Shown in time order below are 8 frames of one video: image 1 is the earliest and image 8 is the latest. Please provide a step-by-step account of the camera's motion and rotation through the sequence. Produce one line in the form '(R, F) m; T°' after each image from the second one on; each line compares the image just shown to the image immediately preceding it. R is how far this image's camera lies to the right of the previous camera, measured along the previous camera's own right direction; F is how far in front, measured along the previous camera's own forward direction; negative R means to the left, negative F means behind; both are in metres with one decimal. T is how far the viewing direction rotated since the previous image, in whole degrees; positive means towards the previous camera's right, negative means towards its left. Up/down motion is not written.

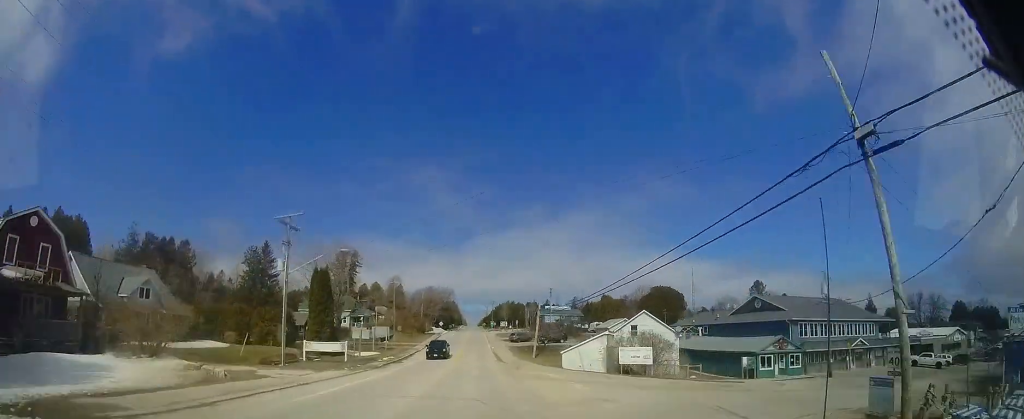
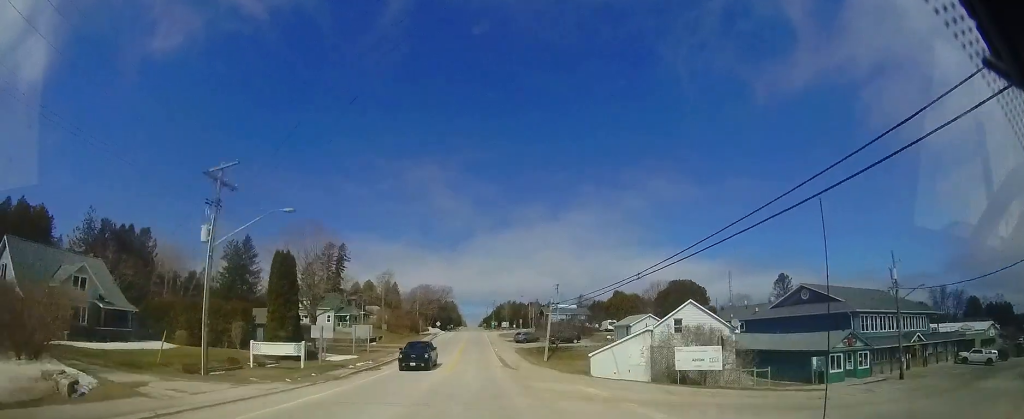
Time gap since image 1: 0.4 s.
(0.0, +7.4) m; 0°
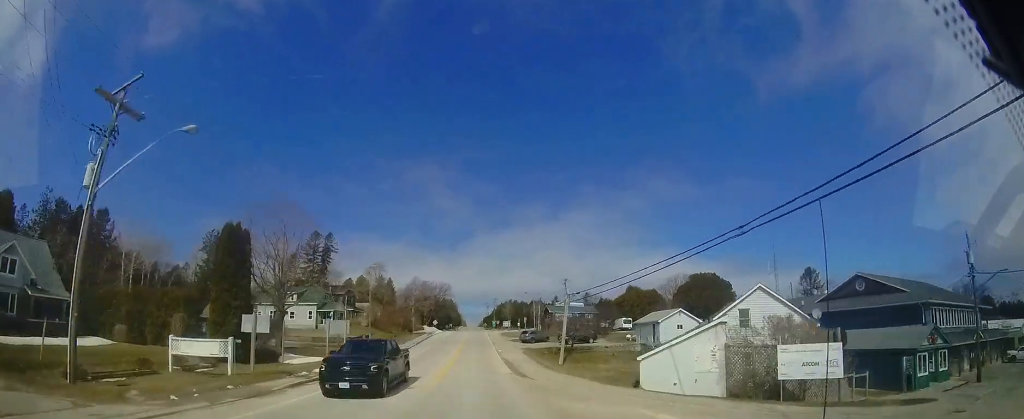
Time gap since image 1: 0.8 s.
(0.0, +6.8) m; 0°
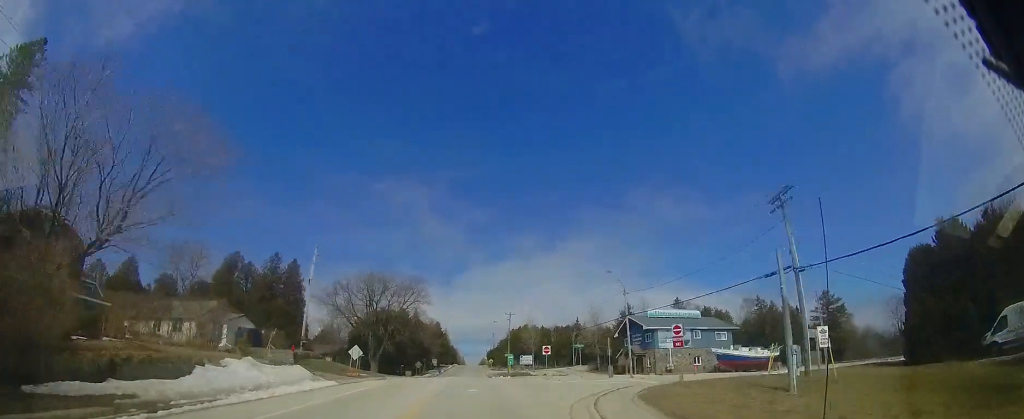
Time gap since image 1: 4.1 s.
(-0.5, +55.9) m; -1°
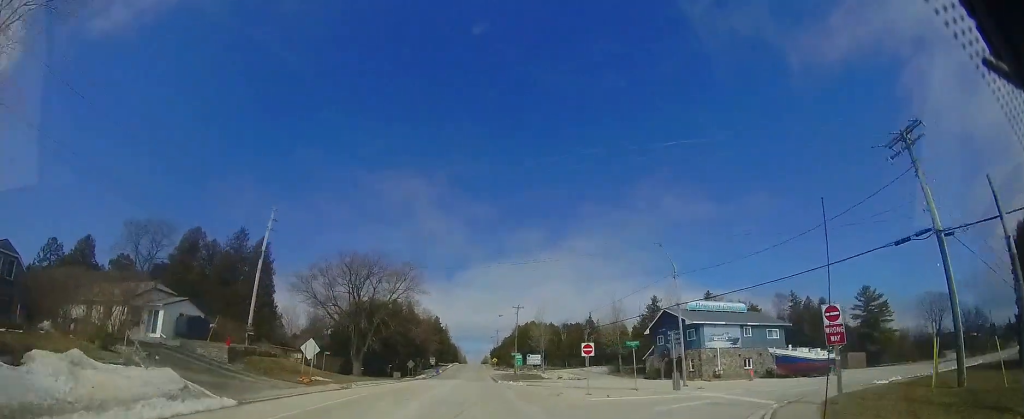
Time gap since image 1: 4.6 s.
(0.0, +8.8) m; 0°
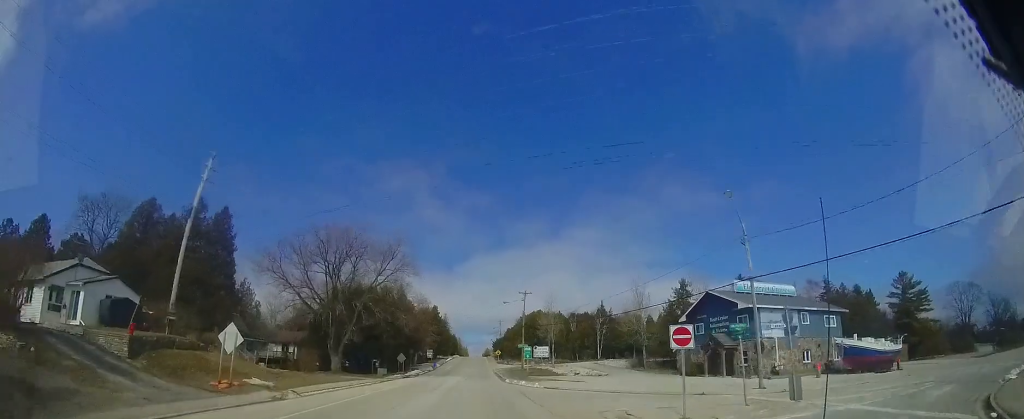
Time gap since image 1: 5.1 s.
(0.0, +7.6) m; 0°
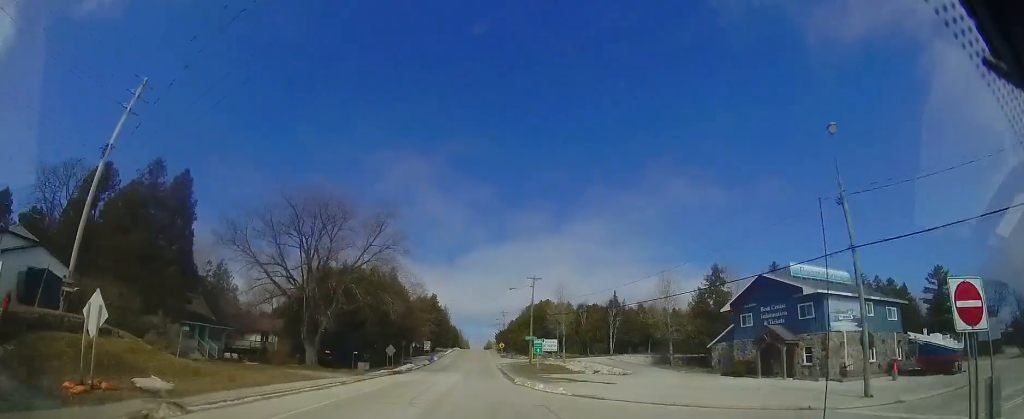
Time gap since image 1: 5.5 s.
(0.0, +6.4) m; 0°
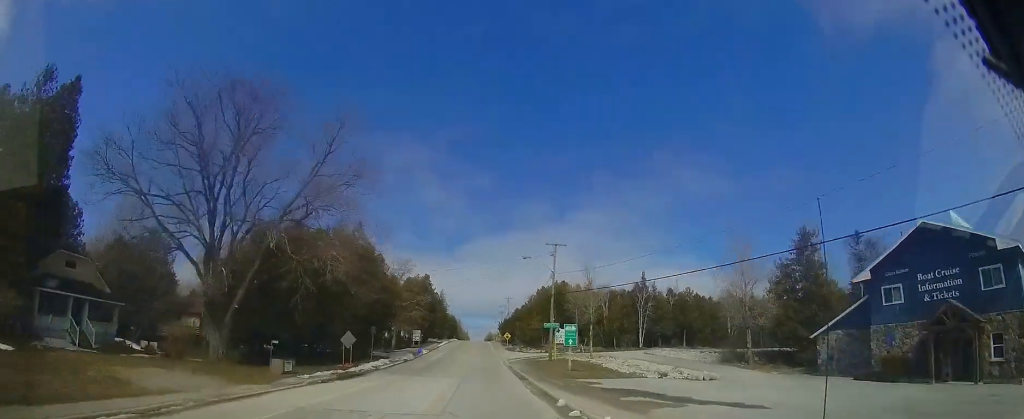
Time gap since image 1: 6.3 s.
(0.0, +12.8) m; 0°
